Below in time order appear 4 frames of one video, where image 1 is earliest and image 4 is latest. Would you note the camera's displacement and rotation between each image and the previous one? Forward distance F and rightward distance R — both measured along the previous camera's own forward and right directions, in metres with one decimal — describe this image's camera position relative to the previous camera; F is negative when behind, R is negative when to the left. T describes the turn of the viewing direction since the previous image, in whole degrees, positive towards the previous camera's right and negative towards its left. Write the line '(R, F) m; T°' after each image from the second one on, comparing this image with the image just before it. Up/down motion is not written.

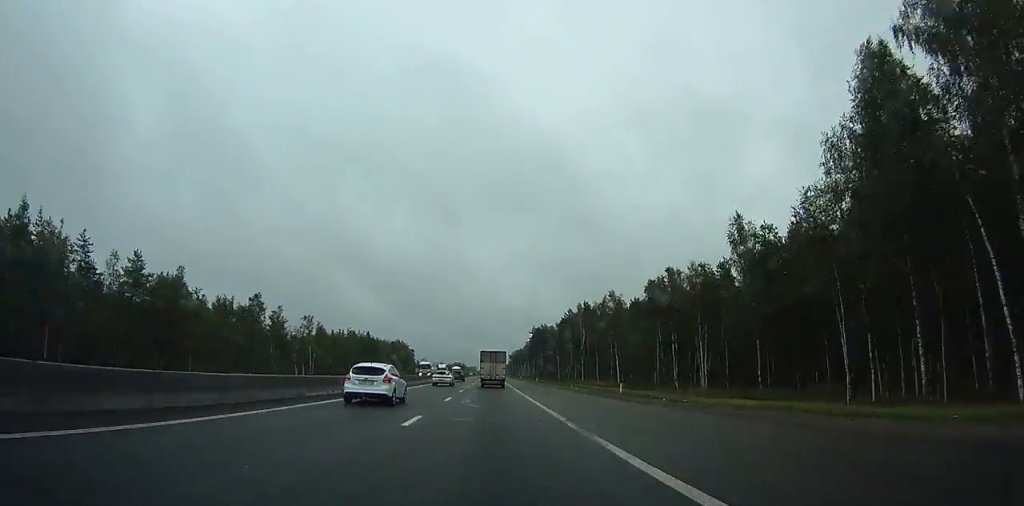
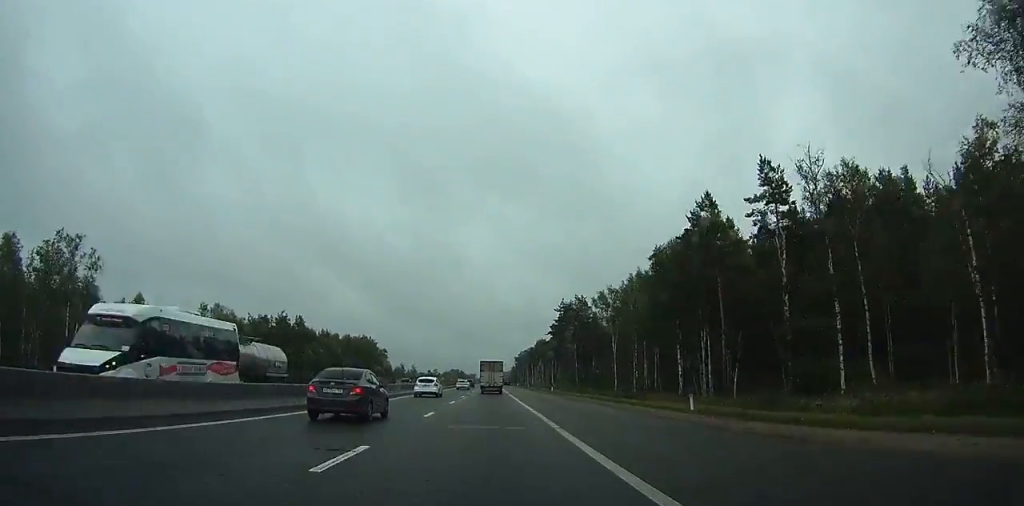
(+0.7, +79.9) m; +1°
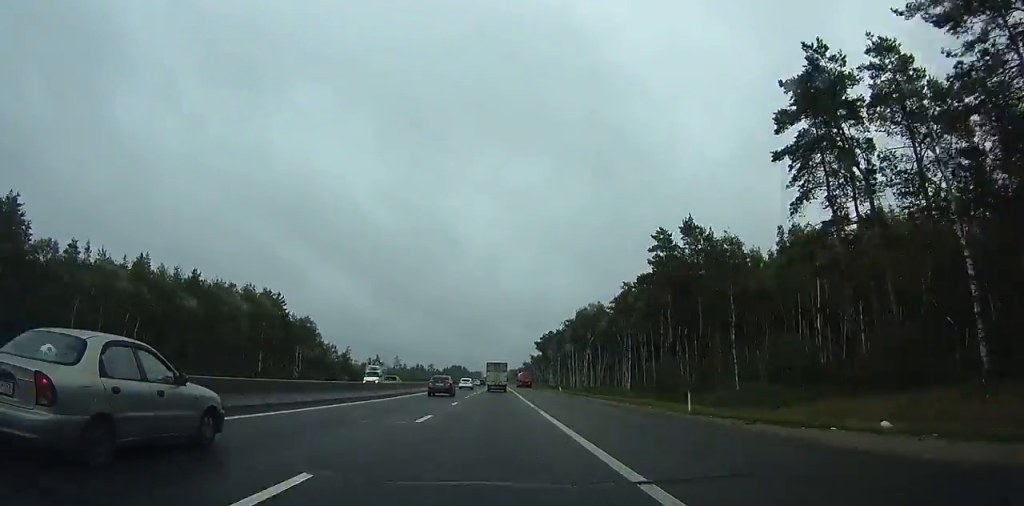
(-0.8, +99.0) m; -1°
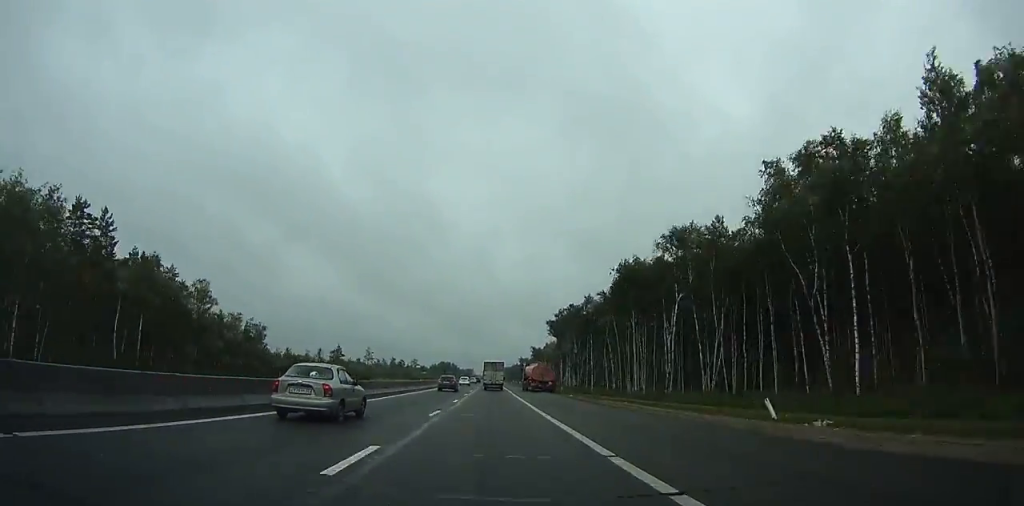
(-0.3, +56.8) m; 0°
